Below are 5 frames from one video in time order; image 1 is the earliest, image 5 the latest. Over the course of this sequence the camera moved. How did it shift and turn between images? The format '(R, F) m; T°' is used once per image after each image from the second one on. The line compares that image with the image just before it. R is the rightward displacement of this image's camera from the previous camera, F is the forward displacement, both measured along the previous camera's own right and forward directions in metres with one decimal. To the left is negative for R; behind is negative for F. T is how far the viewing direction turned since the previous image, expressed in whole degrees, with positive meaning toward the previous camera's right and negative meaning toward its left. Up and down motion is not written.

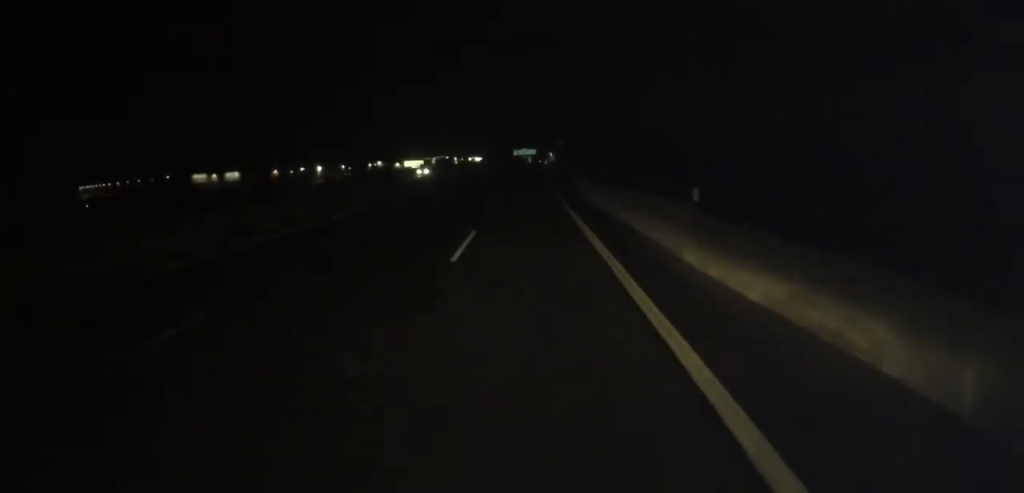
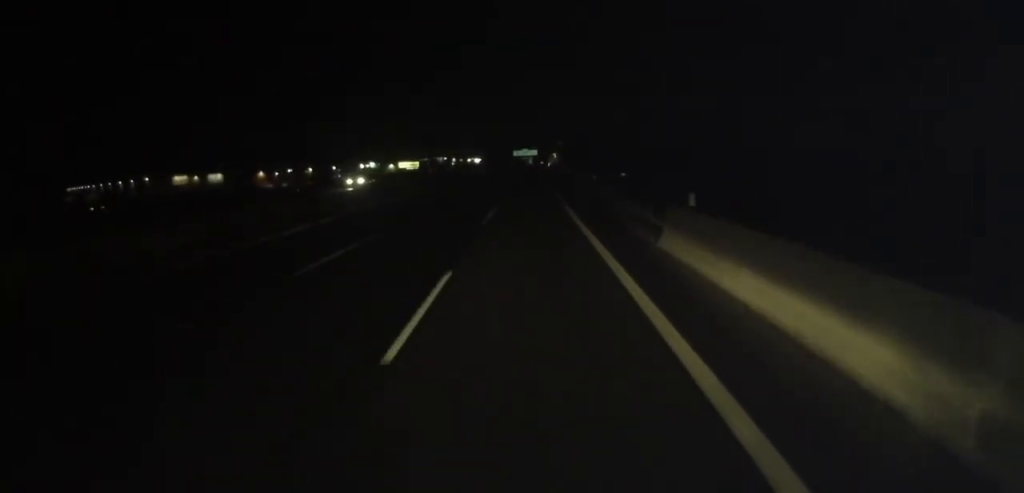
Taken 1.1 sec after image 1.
(+0.5, +24.6) m; +1°
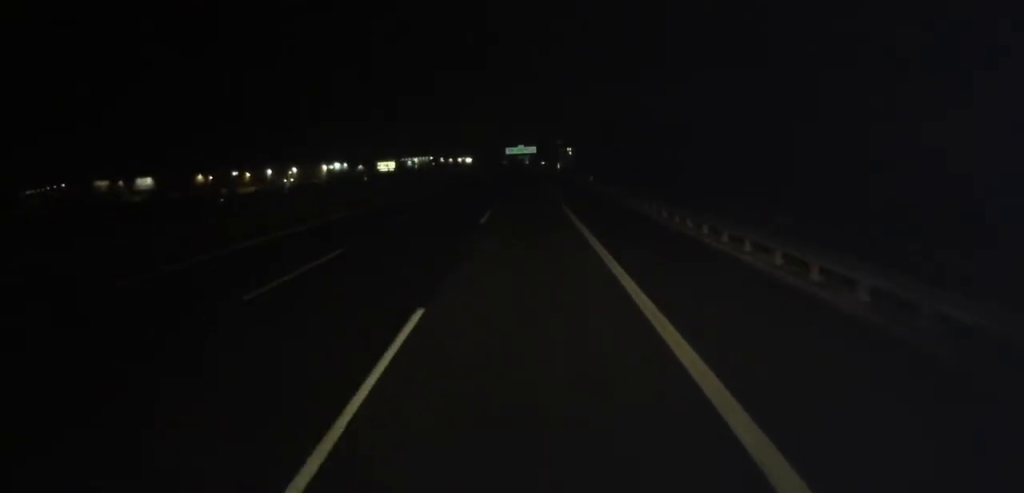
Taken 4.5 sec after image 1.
(-0.7, +73.7) m; 0°
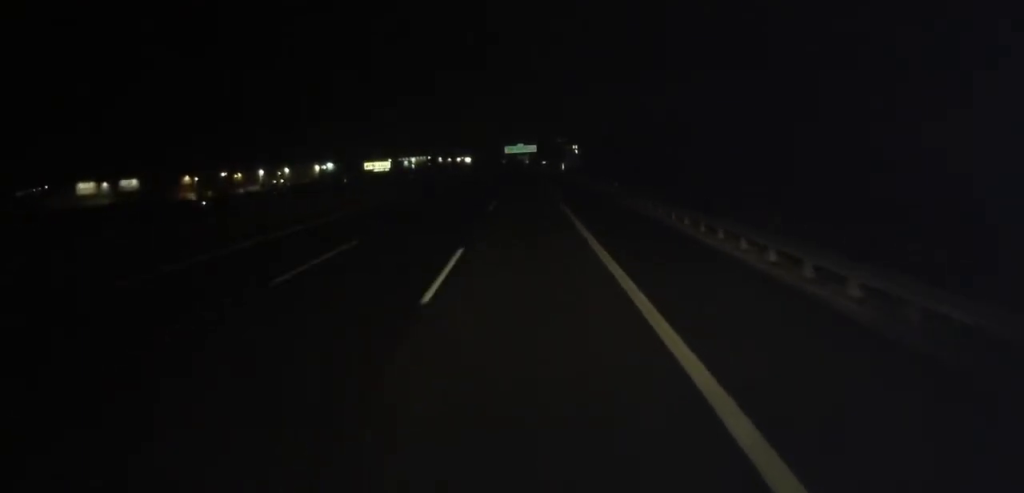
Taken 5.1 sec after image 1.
(0.0, +13.3) m; 0°
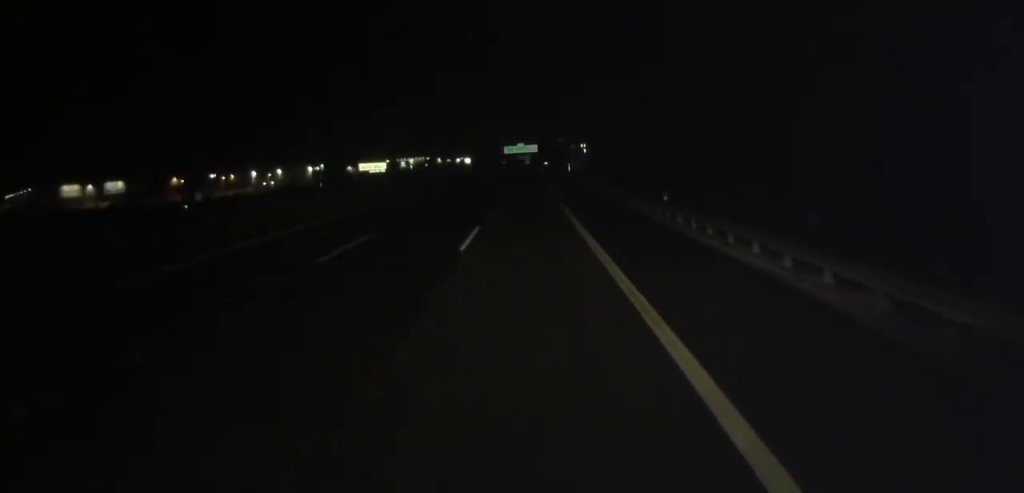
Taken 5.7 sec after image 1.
(0.0, +12.6) m; 0°
